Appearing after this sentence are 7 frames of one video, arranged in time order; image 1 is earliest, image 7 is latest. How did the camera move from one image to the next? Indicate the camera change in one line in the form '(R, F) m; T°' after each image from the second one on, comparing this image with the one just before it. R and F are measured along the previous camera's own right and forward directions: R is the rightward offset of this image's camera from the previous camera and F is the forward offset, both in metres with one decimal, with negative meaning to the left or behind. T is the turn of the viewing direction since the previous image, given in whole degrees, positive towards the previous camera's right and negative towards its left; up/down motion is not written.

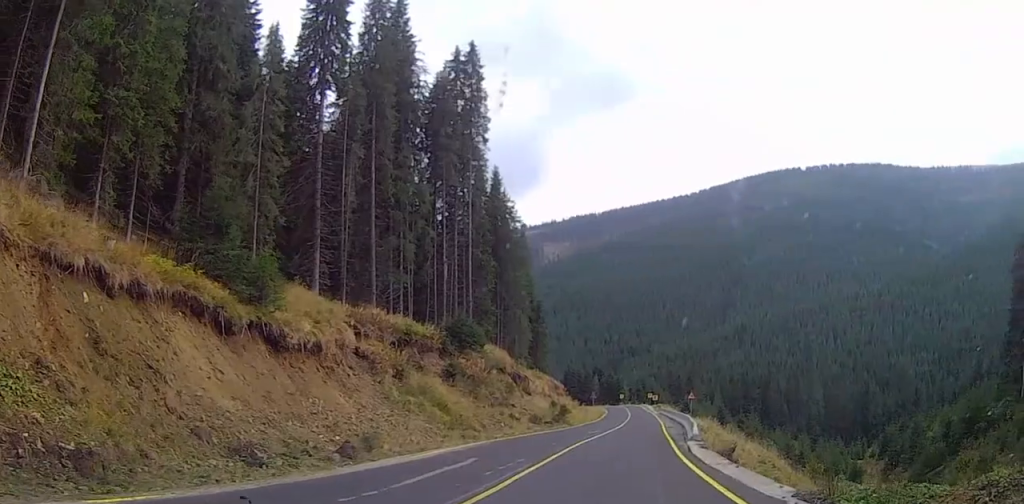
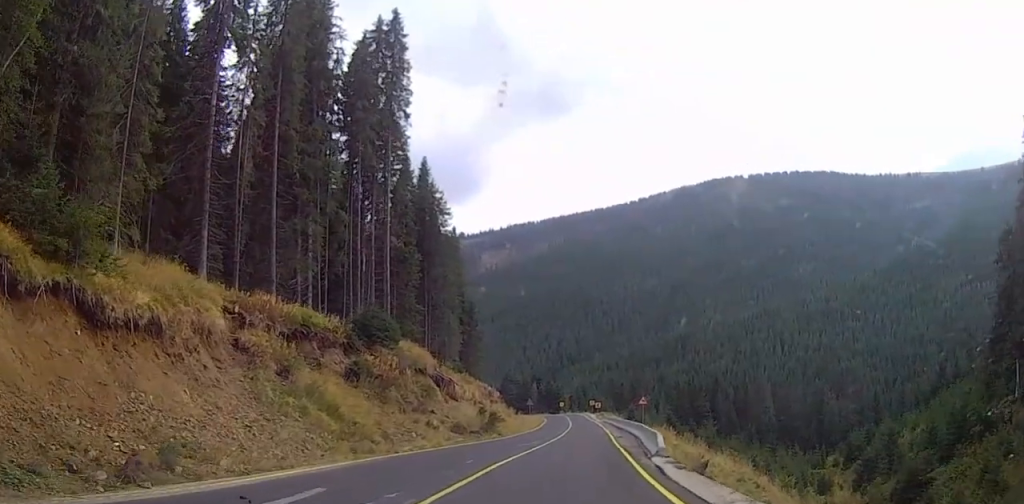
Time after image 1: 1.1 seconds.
(+1.1, +7.2) m; +11°
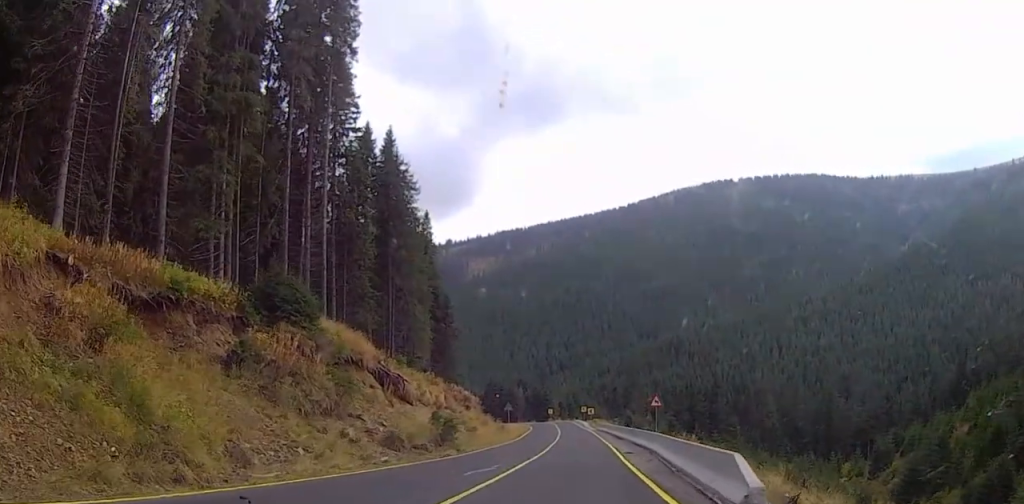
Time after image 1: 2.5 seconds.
(+0.3, +12.8) m; +2°
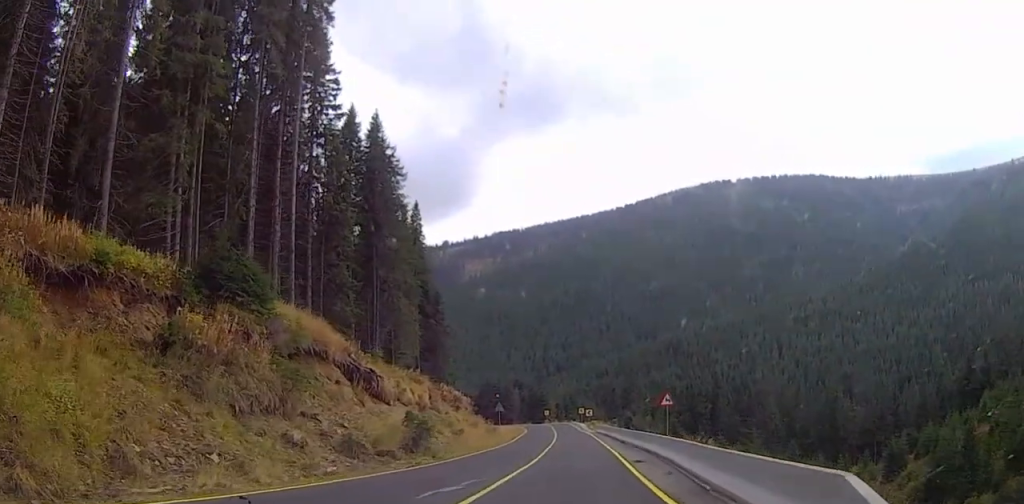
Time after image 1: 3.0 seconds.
(0.0, +5.0) m; +1°
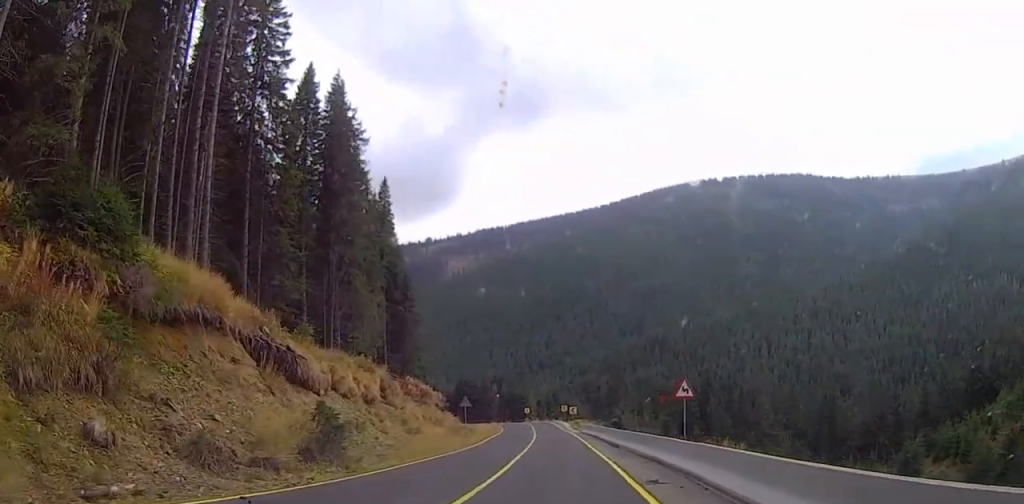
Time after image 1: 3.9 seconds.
(+0.1, +8.9) m; +1°
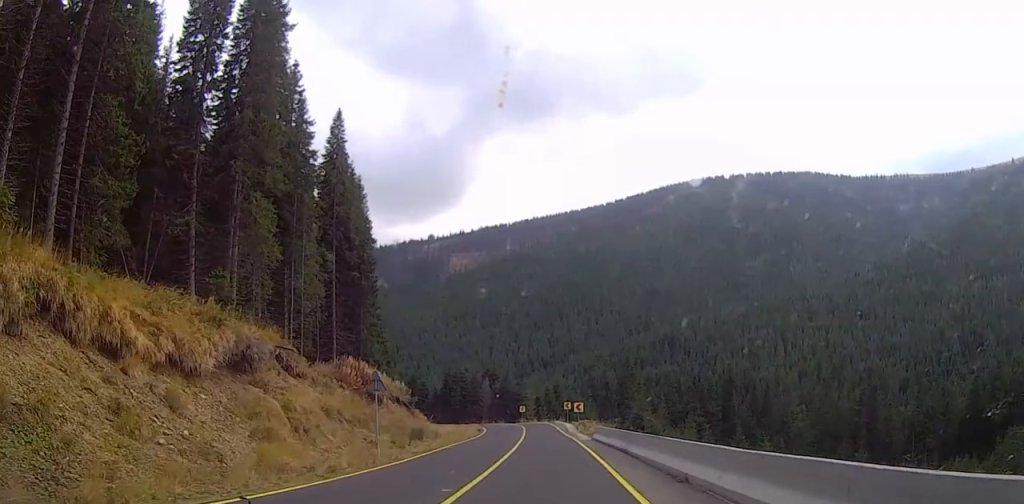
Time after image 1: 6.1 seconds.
(-0.7, +22.9) m; -4°
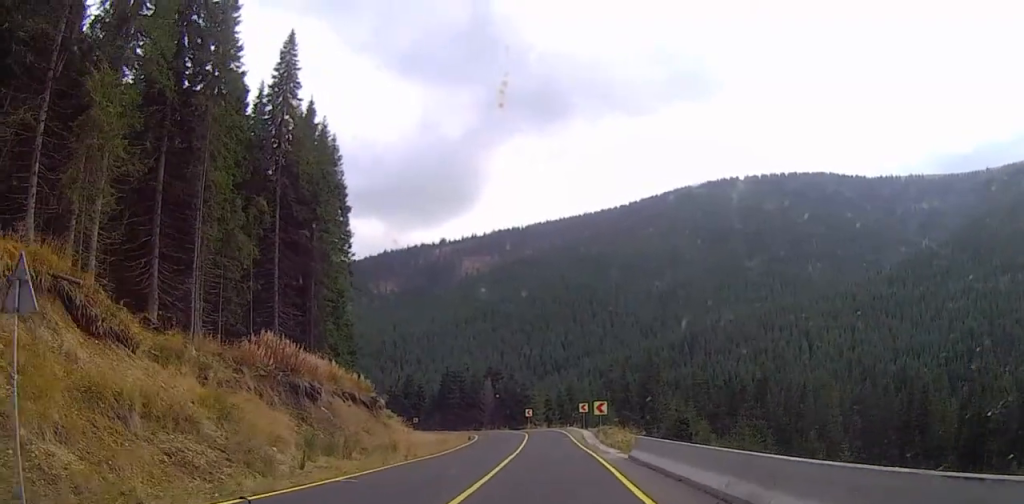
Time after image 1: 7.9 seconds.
(+0.6, +20.7) m; +4°
